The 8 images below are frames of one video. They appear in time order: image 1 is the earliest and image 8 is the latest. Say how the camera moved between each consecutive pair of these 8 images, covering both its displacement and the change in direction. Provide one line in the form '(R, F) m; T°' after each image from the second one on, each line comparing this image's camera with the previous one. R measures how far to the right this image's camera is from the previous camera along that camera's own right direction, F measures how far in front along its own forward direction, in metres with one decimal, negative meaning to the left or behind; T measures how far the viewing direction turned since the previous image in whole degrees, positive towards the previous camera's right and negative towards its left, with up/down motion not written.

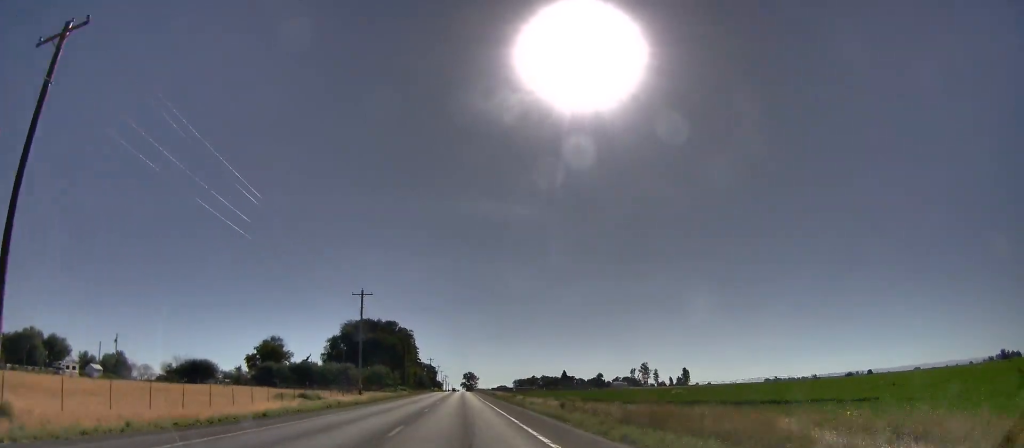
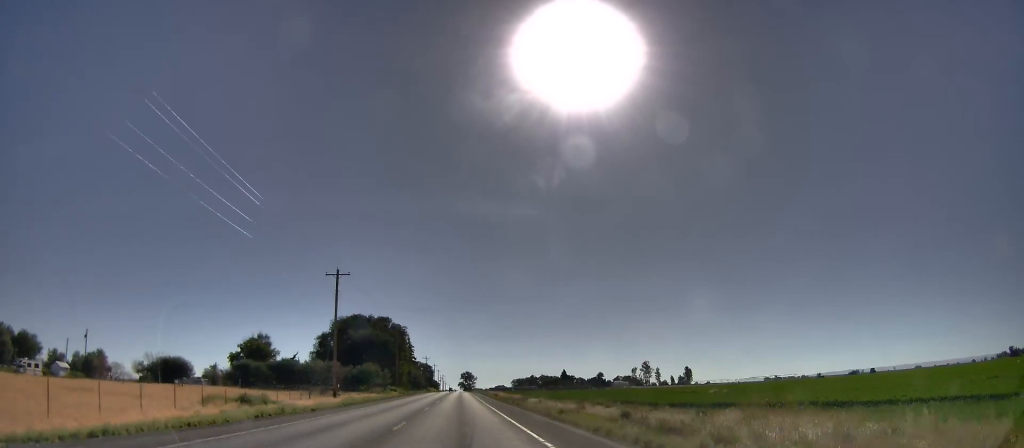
(+0.1, +12.7) m; 0°
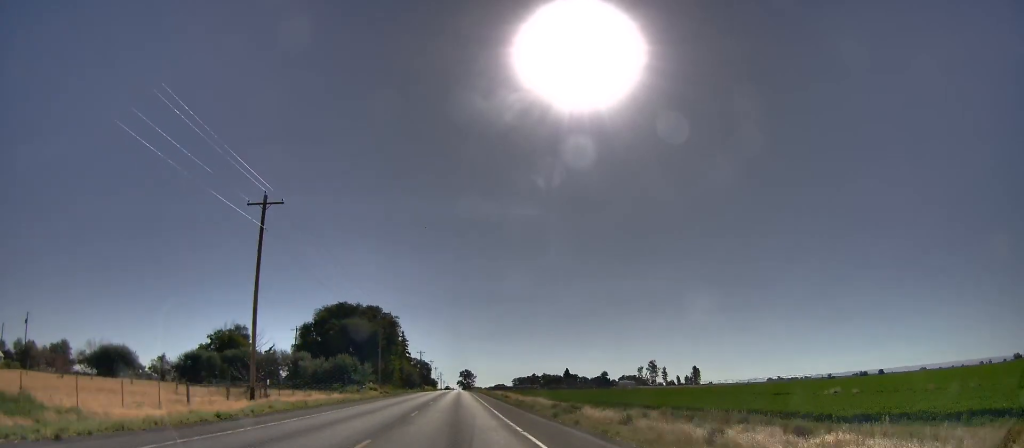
(0.0, +22.5) m; 0°
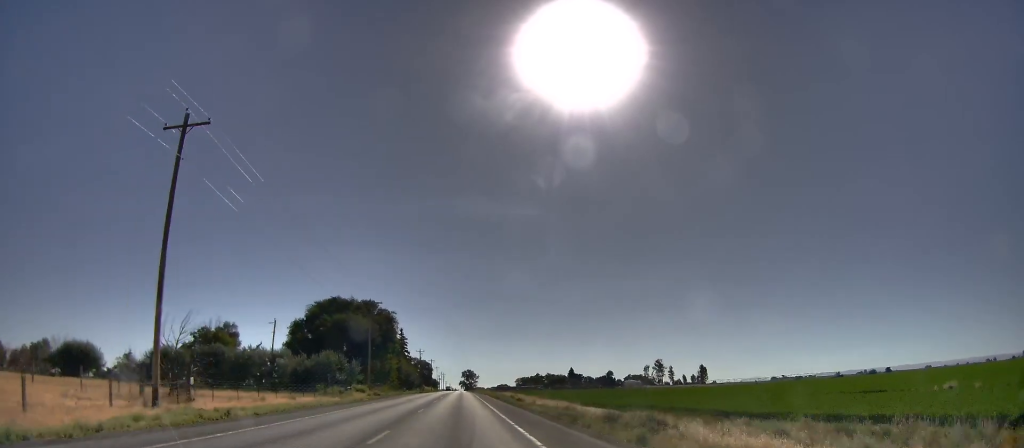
(0.0, +12.1) m; 0°
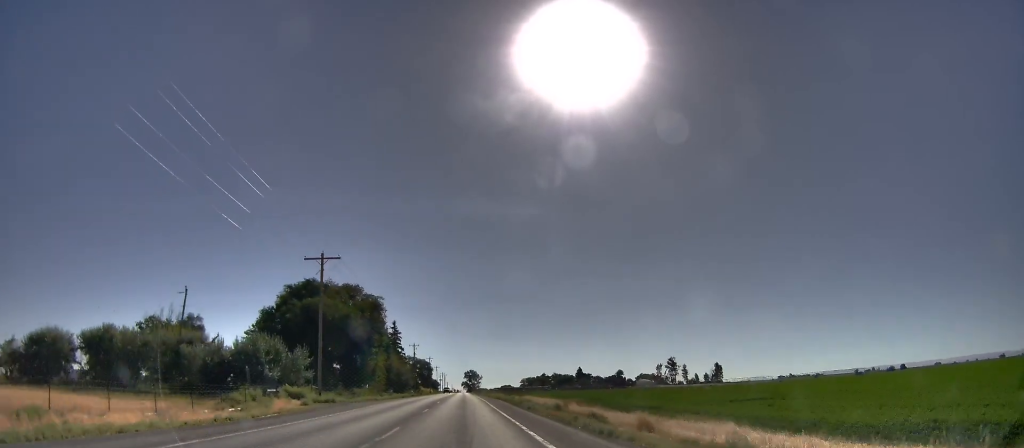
(-0.3, +28.6) m; -1°
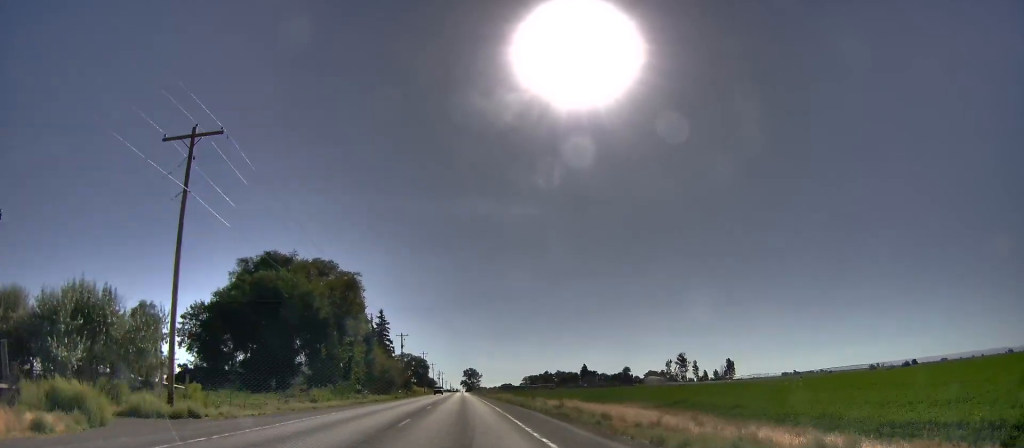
(-0.2, +26.1) m; +1°
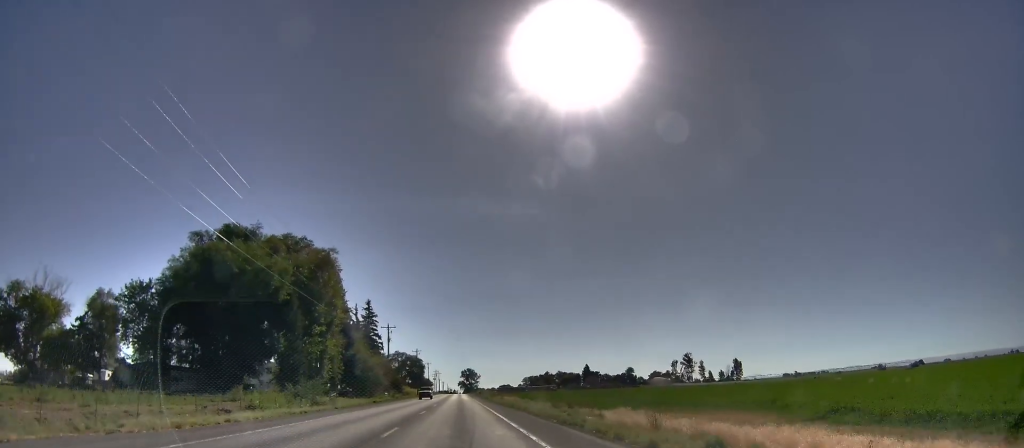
(+0.3, +17.9) m; +1°
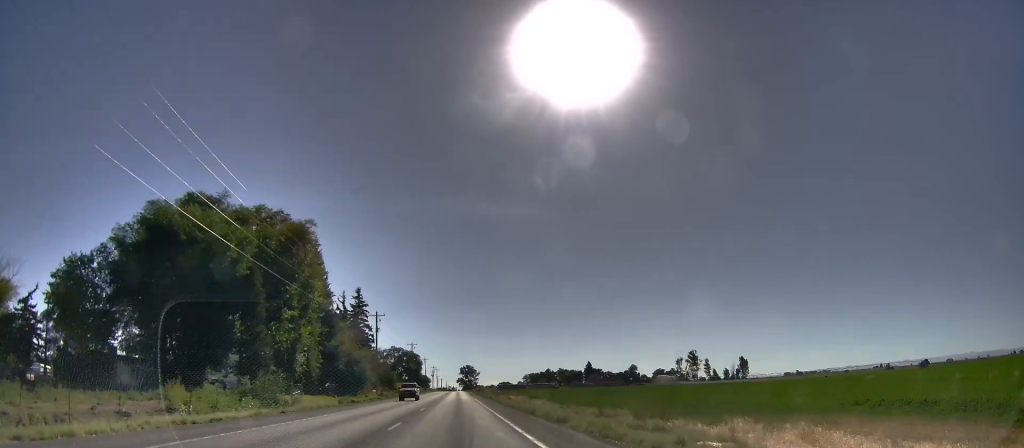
(0.0, +12.7) m; 0°
